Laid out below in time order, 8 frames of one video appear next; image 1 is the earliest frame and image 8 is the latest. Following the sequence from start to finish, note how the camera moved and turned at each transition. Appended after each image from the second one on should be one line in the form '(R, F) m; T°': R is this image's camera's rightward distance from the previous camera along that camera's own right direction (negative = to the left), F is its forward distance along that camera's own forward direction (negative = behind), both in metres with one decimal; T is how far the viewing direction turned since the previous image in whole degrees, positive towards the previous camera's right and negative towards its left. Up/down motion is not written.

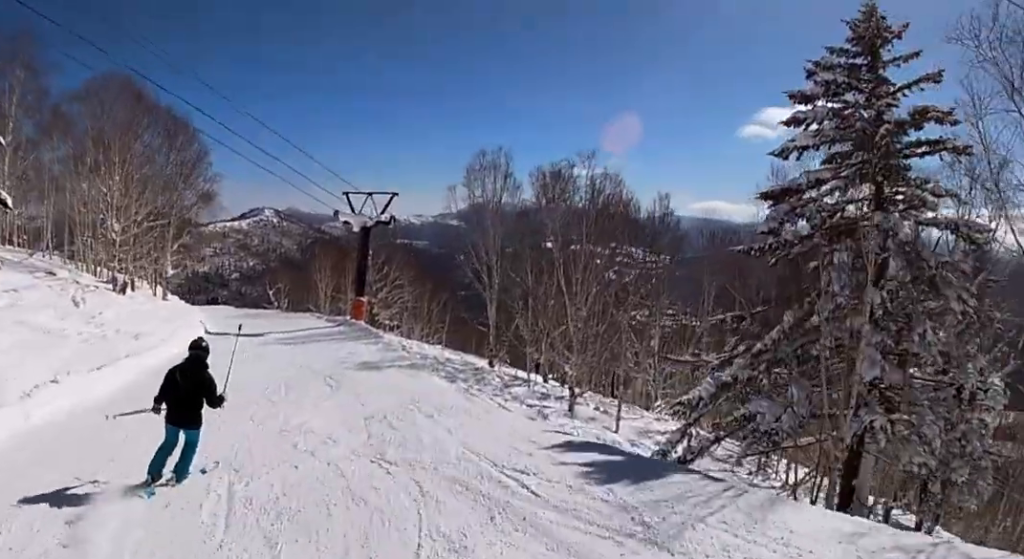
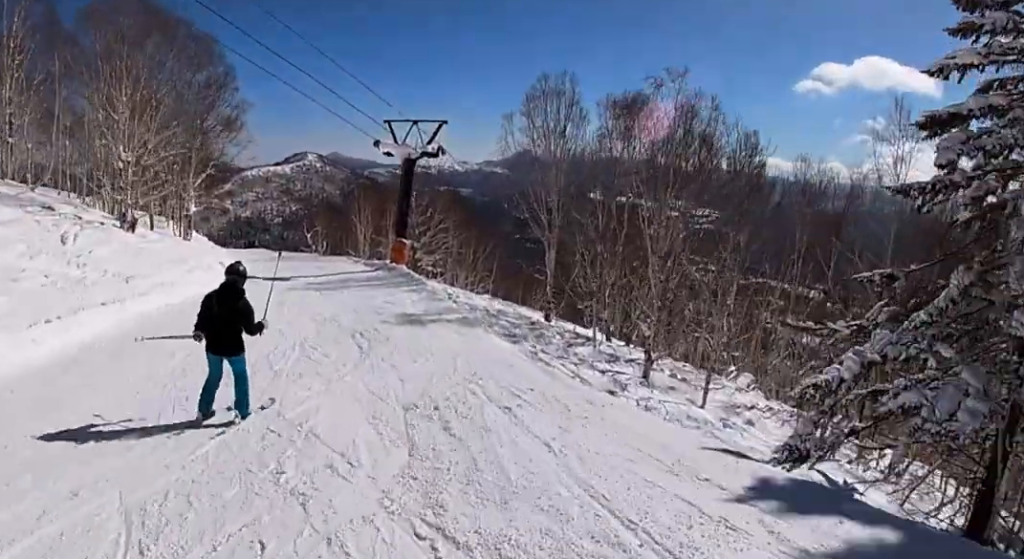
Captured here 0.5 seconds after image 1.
(0.0, +3.8) m; -6°
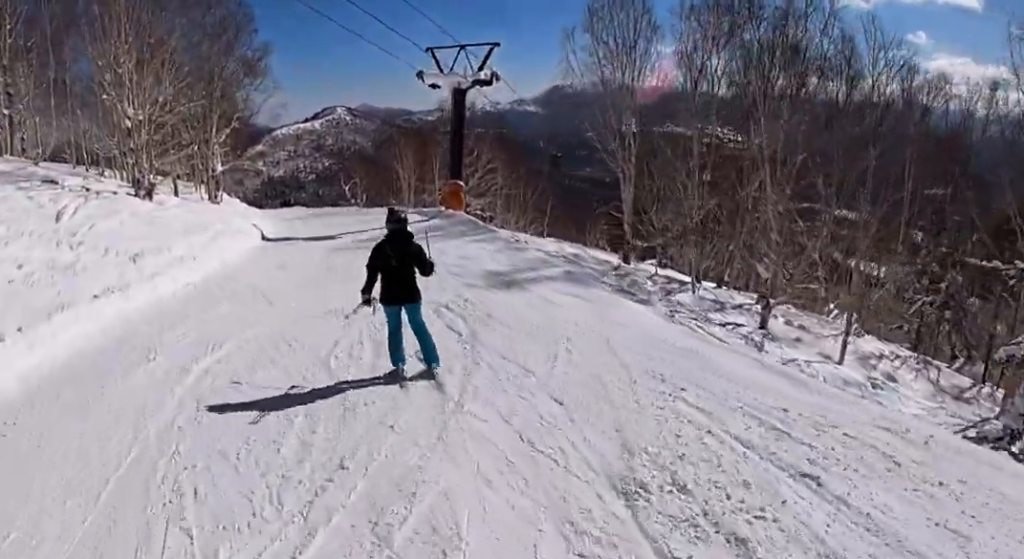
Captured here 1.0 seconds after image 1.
(+0.3, +3.6) m; -6°
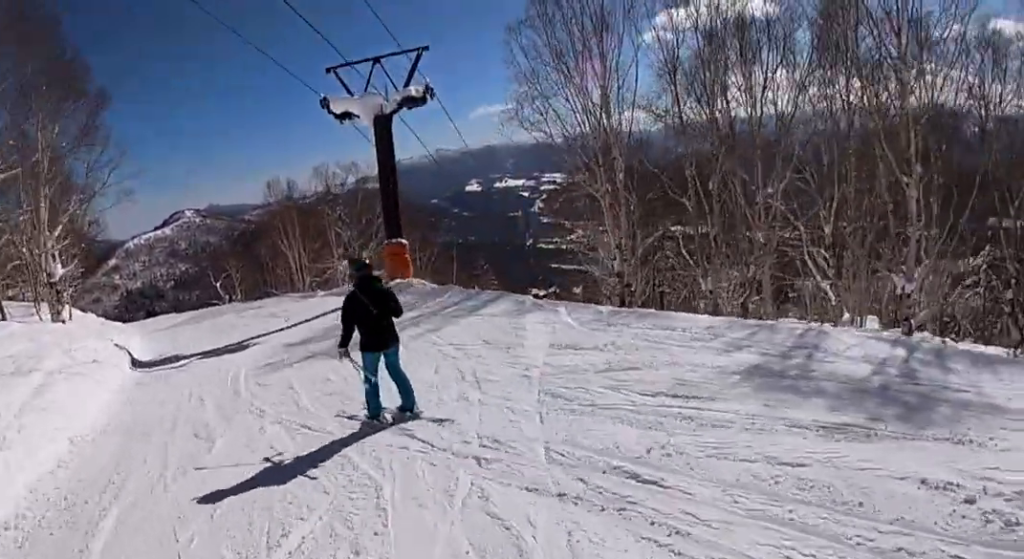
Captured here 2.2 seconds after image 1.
(-1.1, +8.5) m; 0°
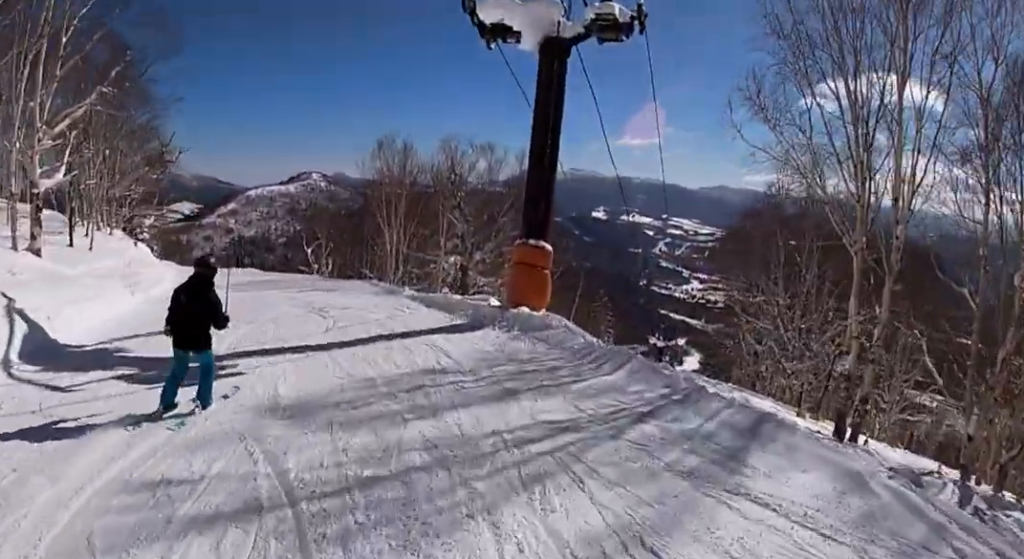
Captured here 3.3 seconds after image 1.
(+0.7, +7.7) m; -4°
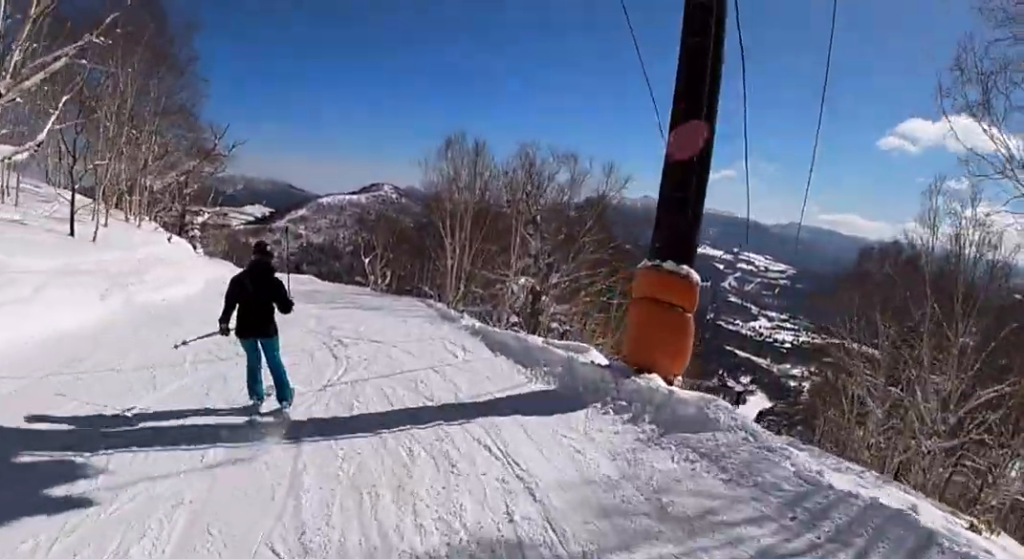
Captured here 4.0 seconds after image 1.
(-0.7, +4.5) m; -8°
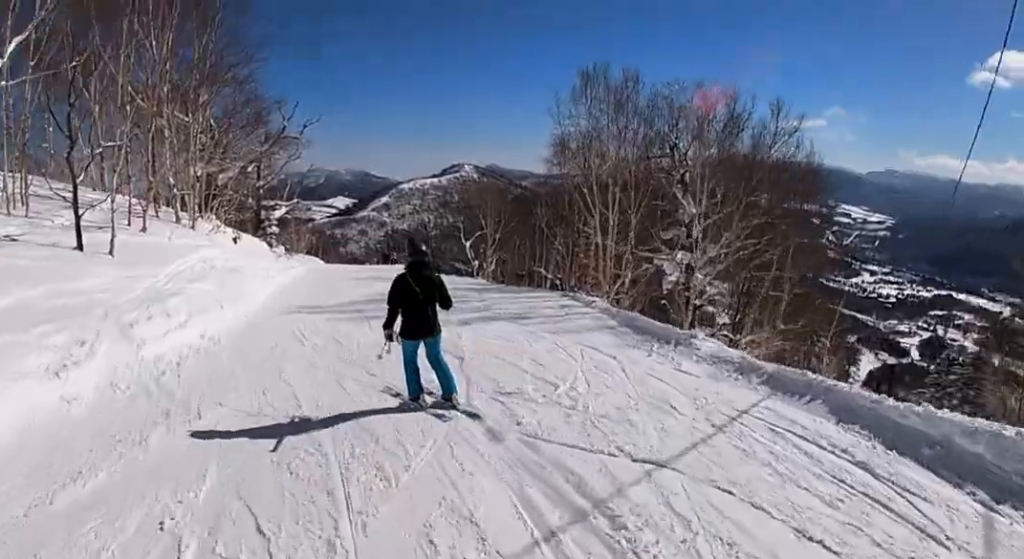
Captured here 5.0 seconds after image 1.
(0.0, +6.9) m; +11°
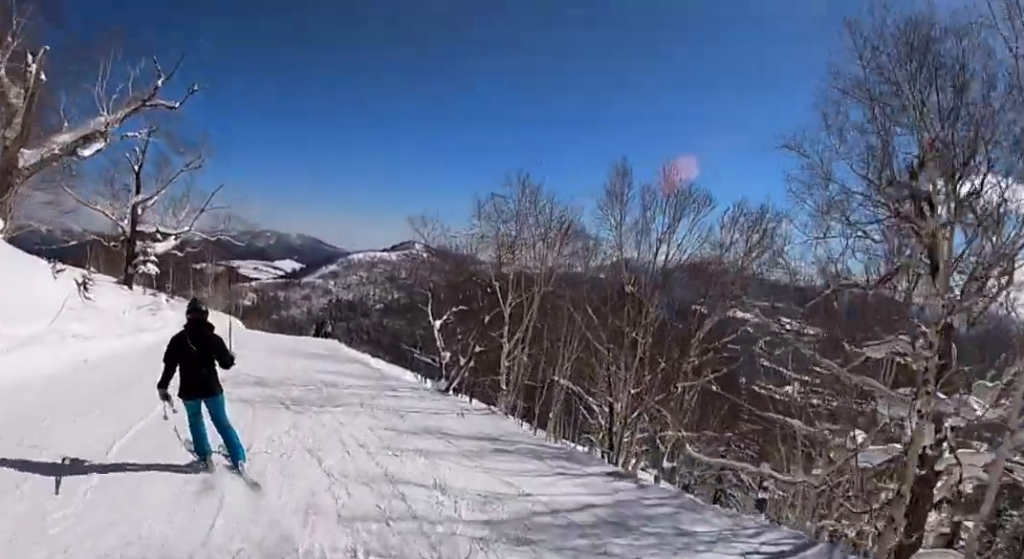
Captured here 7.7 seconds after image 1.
(-0.8, +17.6) m; -12°
